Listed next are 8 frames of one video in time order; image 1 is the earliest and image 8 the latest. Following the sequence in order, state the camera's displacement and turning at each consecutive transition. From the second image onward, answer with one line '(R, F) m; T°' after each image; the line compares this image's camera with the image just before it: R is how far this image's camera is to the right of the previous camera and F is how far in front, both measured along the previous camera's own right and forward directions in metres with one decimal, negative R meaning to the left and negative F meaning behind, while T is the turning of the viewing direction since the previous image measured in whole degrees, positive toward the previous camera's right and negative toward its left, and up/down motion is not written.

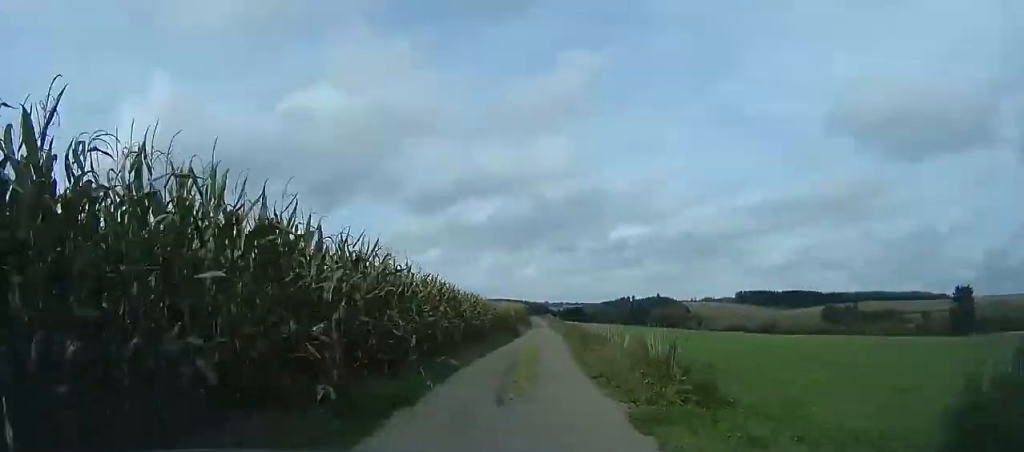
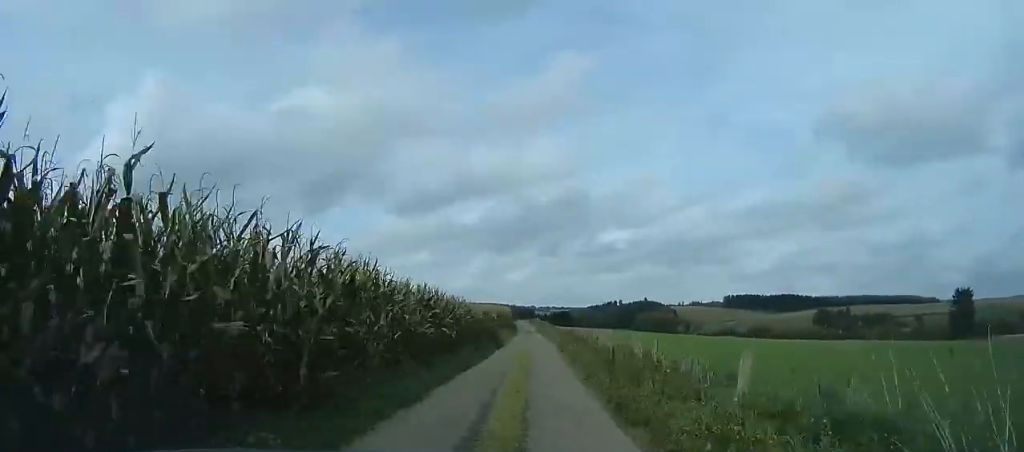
(+0.3, +7.4) m; +1°
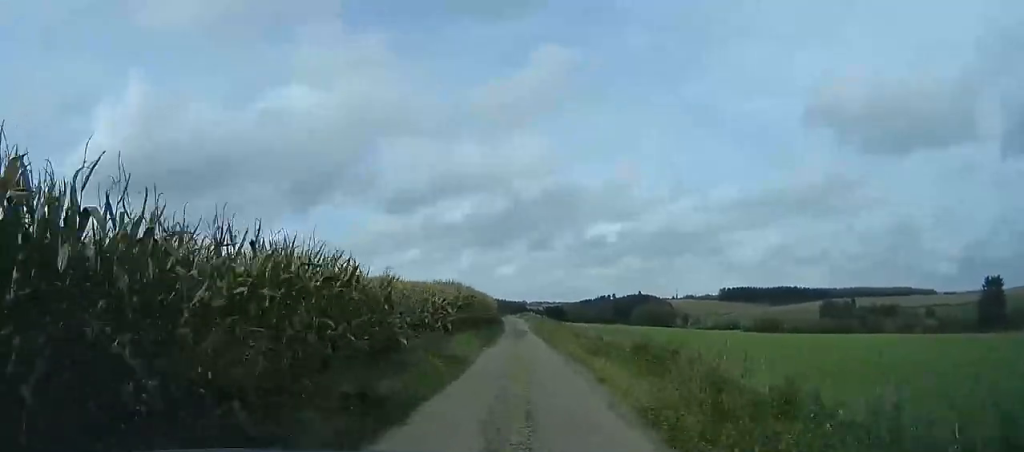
(+0.3, +20.3) m; +1°
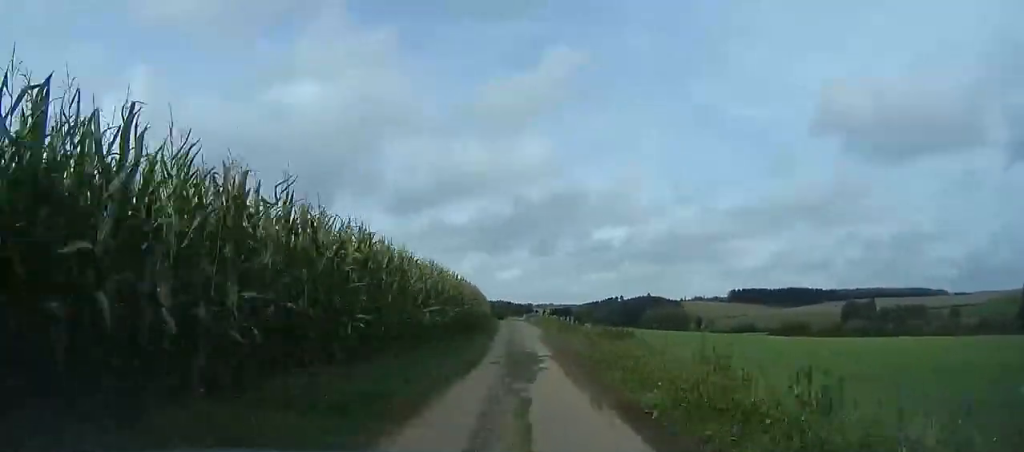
(0.0, +18.6) m; +1°
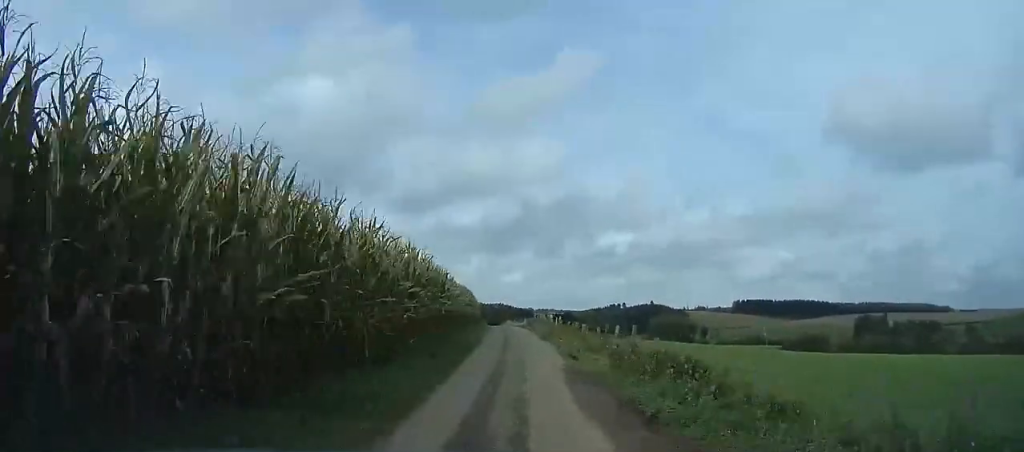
(+0.1, +14.3) m; +1°
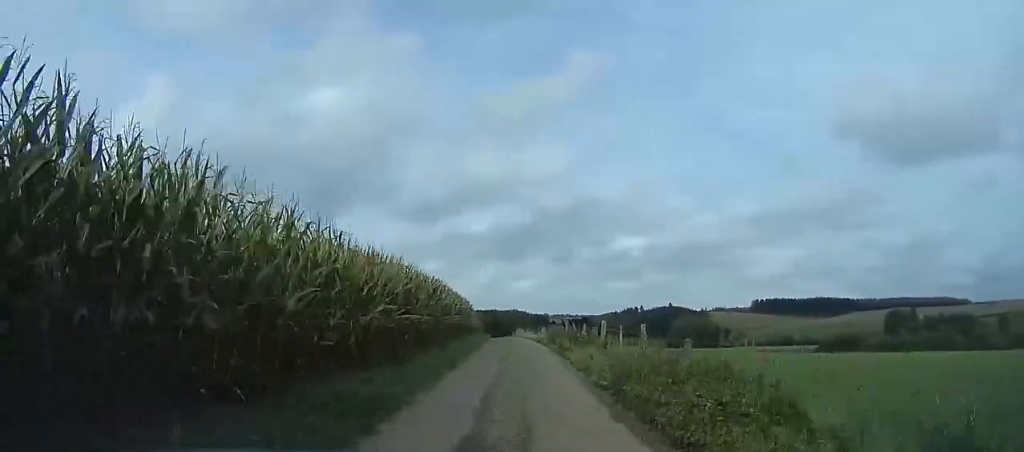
(0.0, +16.6) m; -2°
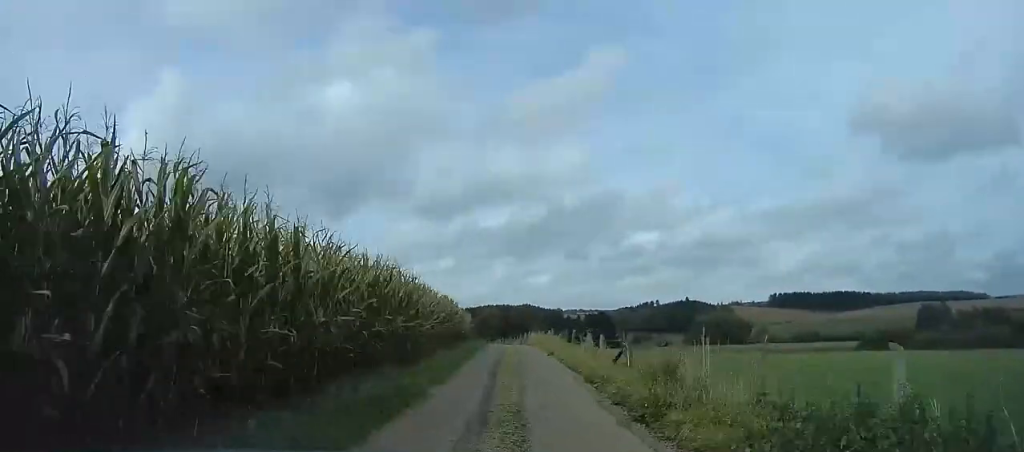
(-0.6, +20.5) m; 0°
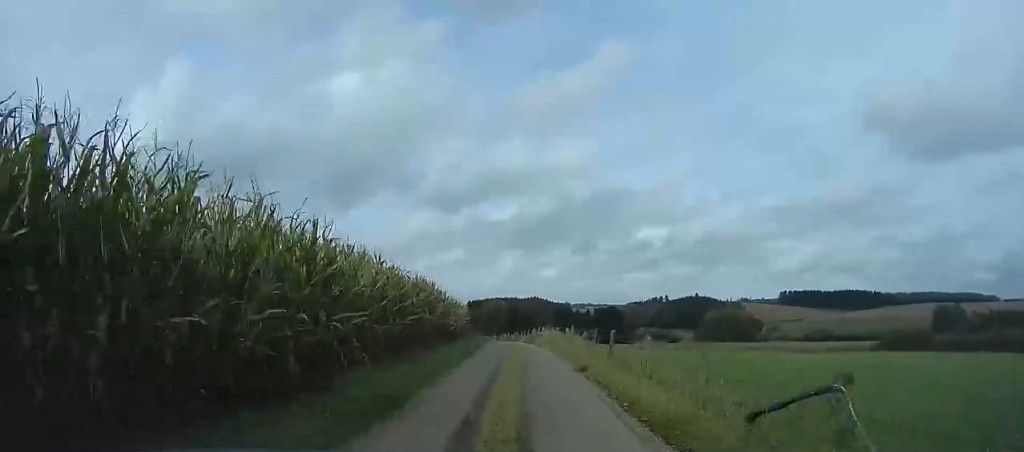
(+0.3, +7.5) m; 0°
